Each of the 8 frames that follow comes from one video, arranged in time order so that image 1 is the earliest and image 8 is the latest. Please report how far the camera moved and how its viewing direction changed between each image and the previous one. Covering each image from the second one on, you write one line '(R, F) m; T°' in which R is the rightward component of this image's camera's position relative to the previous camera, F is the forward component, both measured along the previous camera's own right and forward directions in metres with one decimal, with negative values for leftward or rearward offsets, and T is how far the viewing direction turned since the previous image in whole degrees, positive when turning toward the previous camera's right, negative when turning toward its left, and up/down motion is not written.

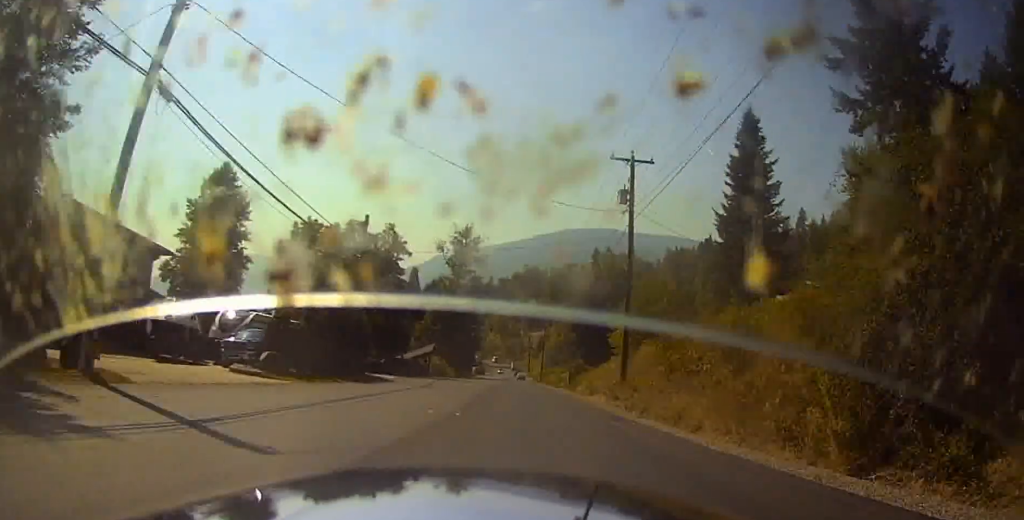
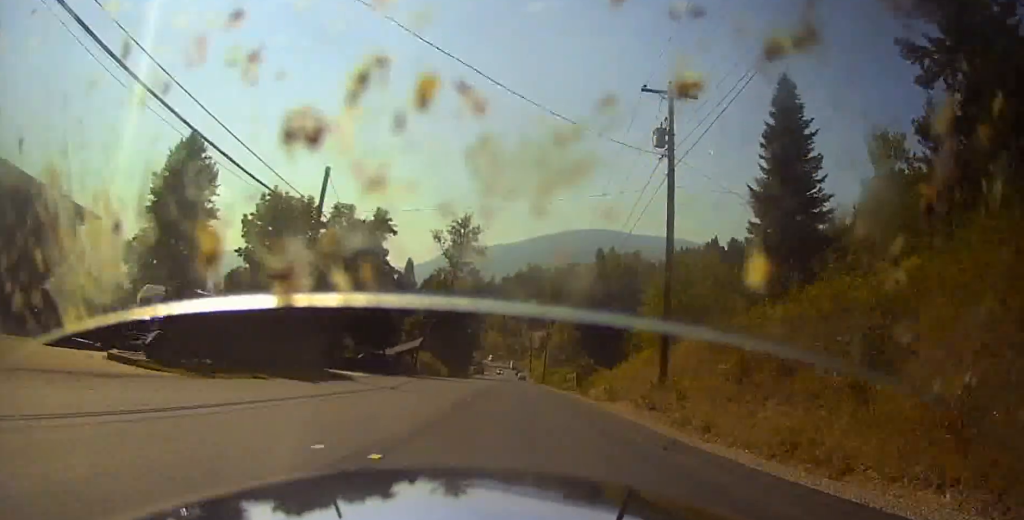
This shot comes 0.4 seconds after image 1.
(+0.3, +10.4) m; 0°
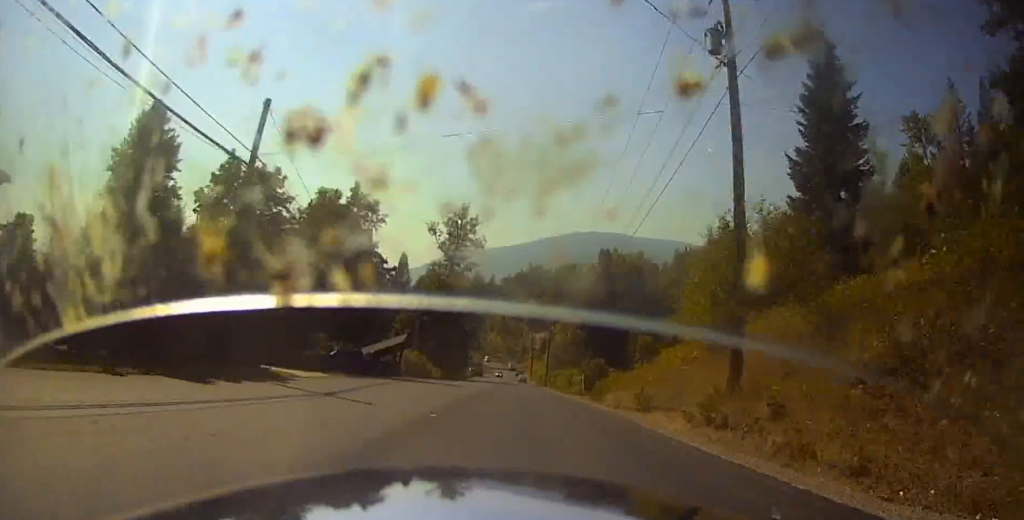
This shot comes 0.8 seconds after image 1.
(-1.0, +10.2) m; -3°
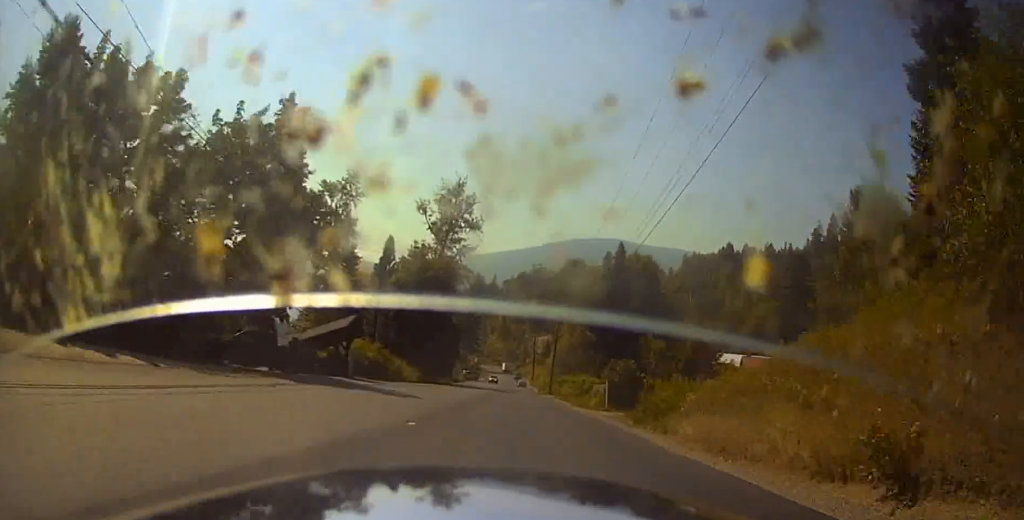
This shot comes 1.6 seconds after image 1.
(-0.9, +18.5) m; 0°
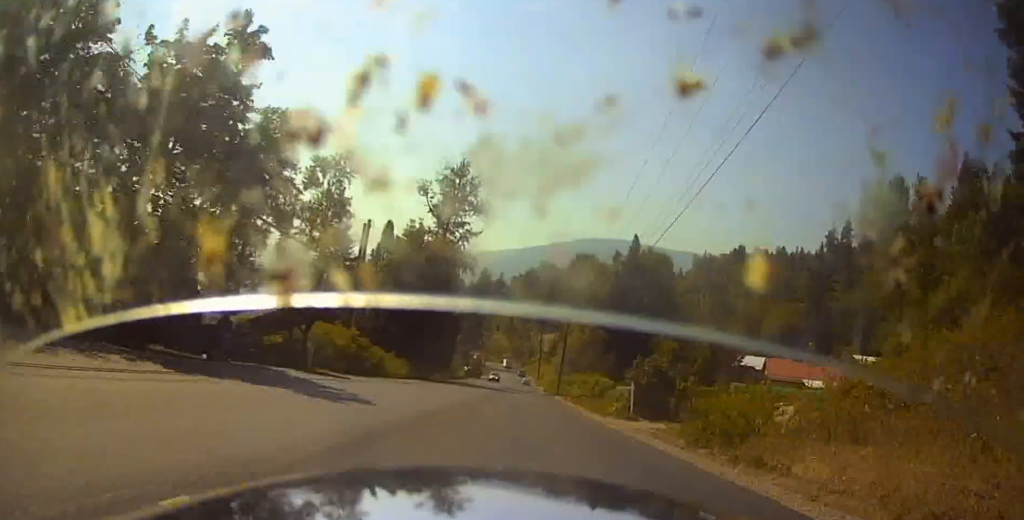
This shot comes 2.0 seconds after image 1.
(-0.4, +8.4) m; +3°
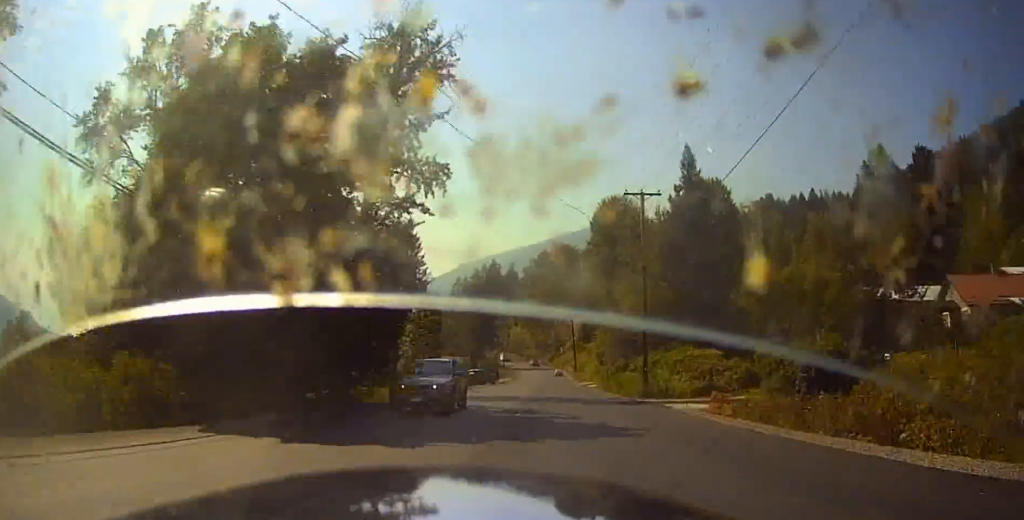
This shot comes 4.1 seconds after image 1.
(+4.4, +36.5) m; +6°
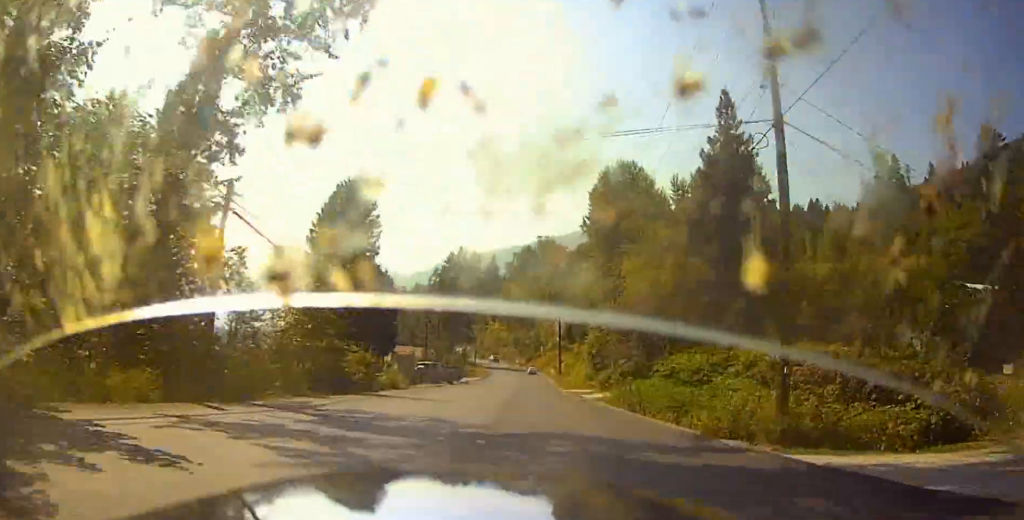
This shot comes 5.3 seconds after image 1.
(-0.3, +21.1) m; -3°
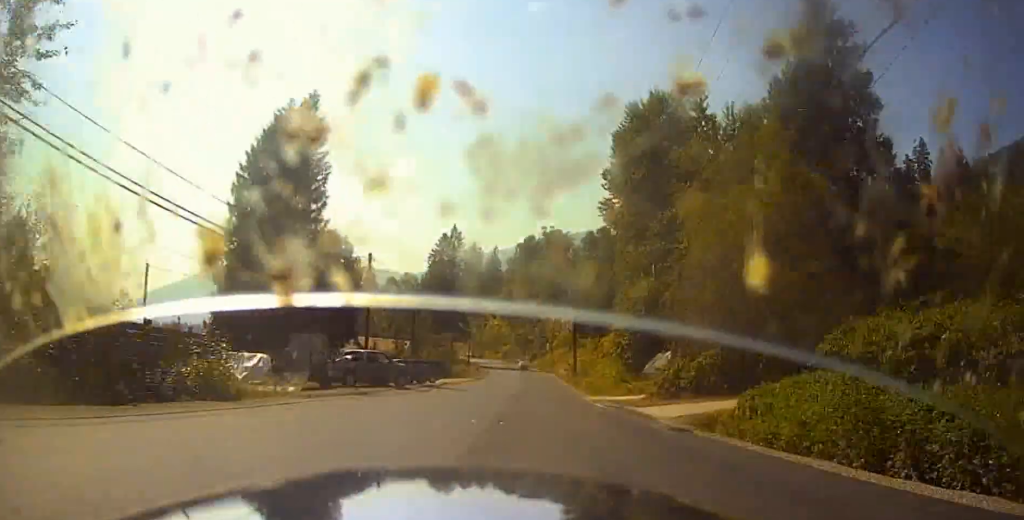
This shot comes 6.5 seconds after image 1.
(-1.9, +22.9) m; -9°
